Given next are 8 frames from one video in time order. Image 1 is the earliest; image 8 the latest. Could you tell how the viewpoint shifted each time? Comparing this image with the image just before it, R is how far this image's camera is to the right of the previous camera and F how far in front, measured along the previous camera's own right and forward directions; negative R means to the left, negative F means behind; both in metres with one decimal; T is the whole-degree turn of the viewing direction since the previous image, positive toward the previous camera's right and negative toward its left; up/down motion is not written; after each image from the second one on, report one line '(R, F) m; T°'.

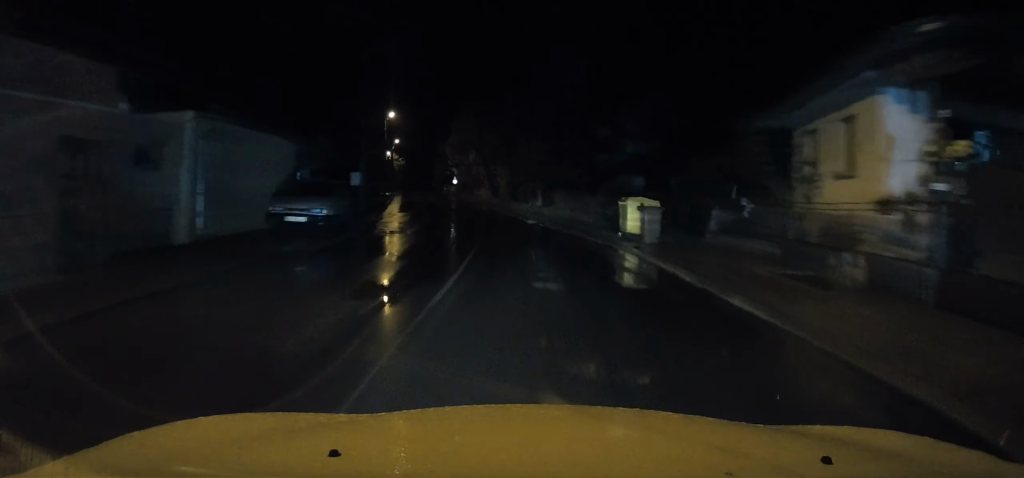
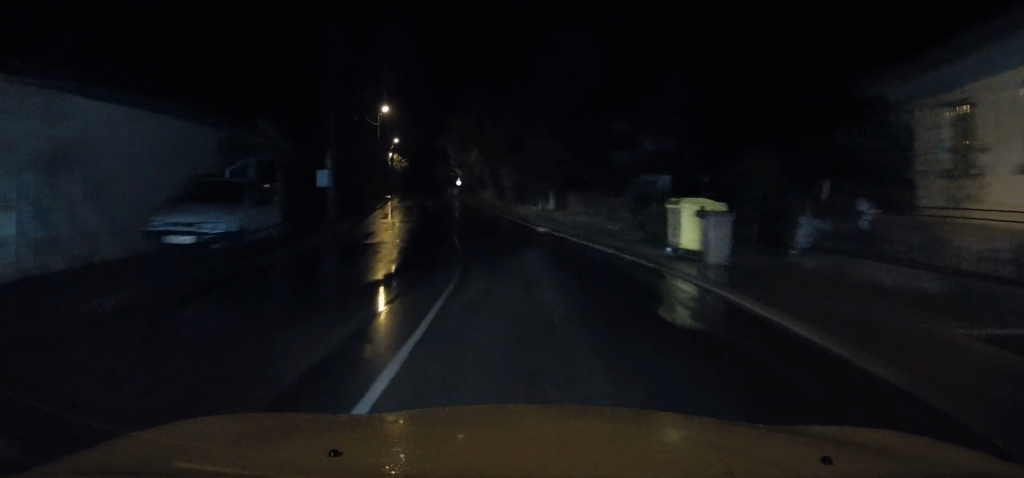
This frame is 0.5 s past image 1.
(0.0, +6.0) m; -1°
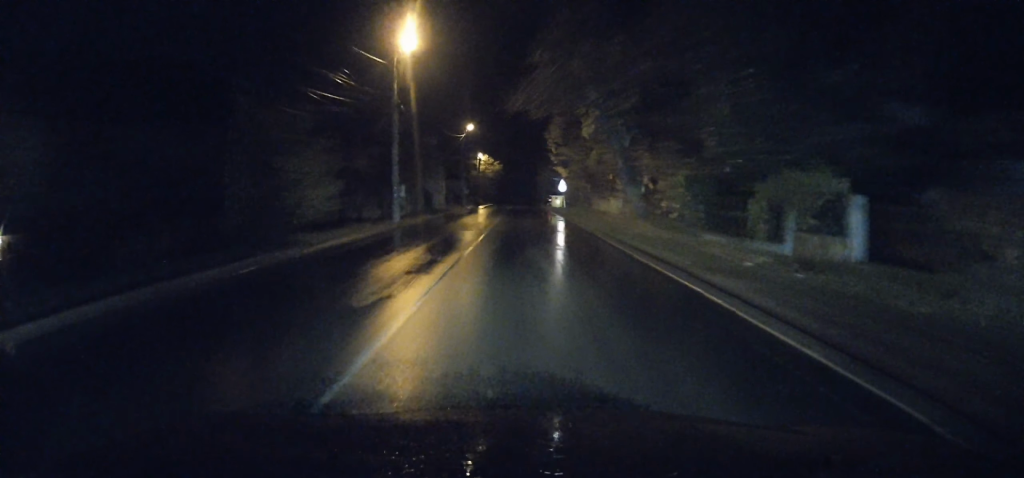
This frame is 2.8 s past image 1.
(-1.7, +27.9) m; -6°
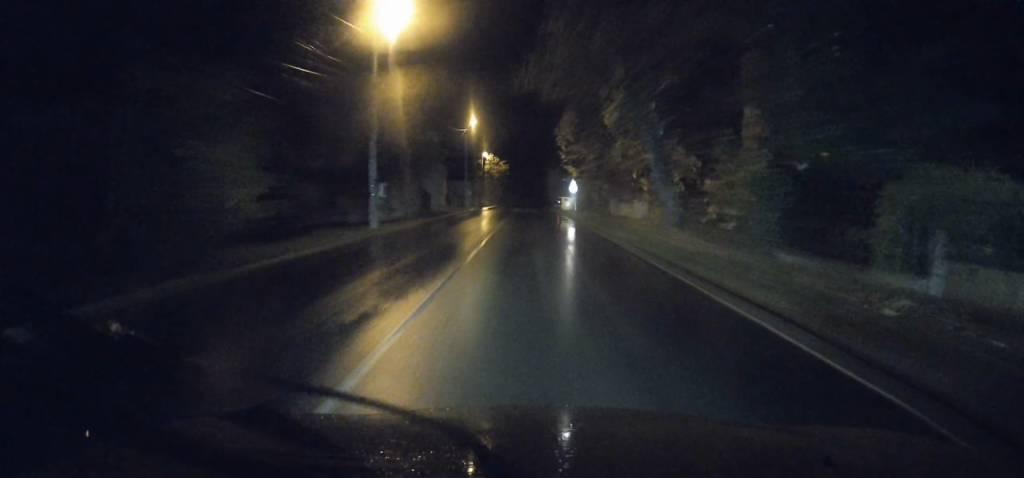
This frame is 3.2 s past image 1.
(-0.1, +5.3) m; -1°
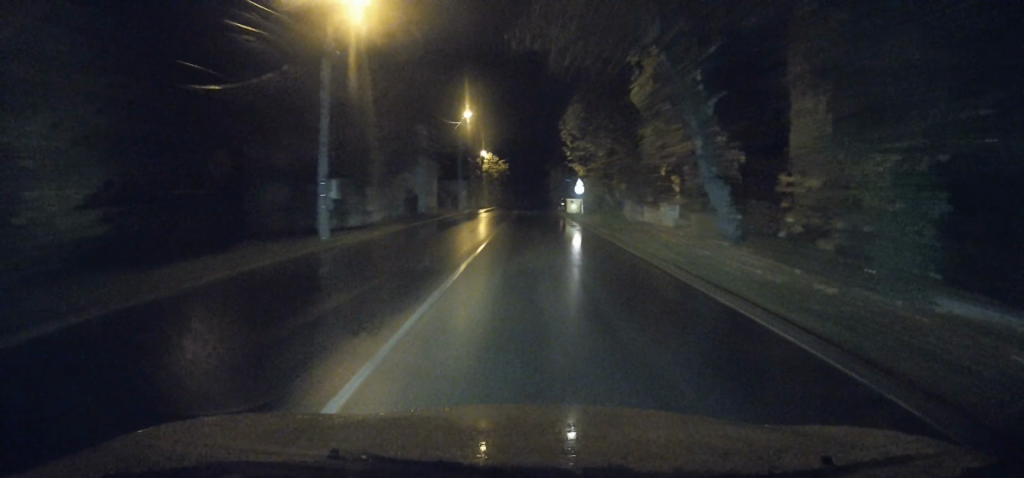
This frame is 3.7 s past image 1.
(0.0, +5.9) m; 0°
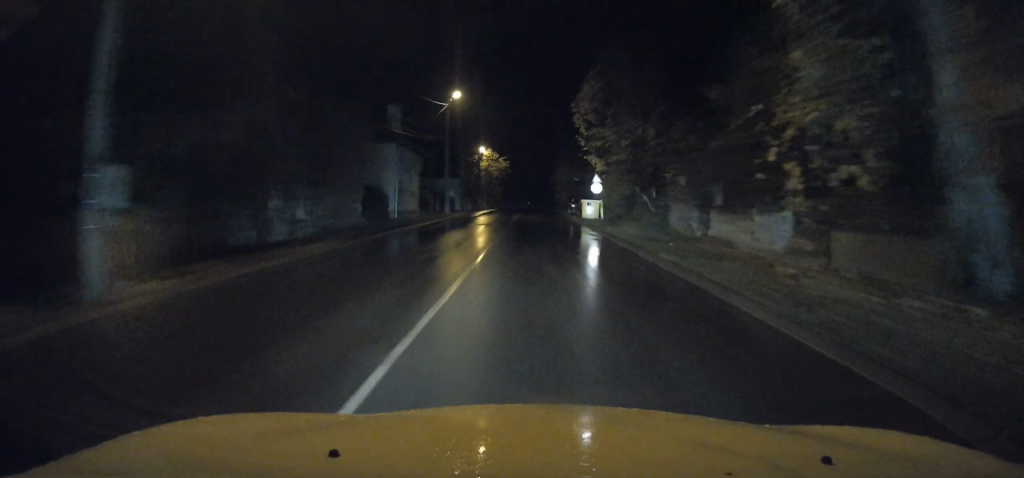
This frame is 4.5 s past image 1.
(0.0, +10.1) m; +1°
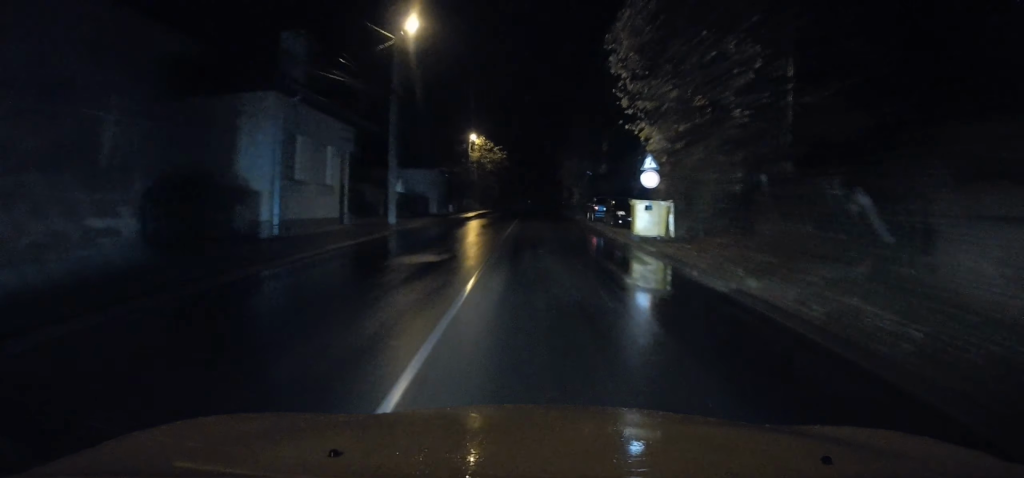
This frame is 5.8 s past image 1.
(0.0, +16.7) m; -1°
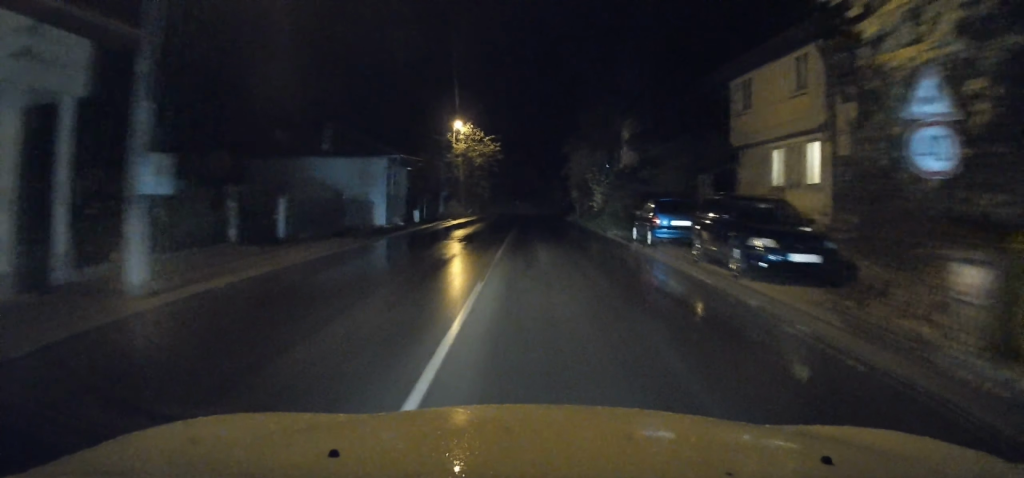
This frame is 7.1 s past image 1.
(-0.1, +16.3) m; +1°
